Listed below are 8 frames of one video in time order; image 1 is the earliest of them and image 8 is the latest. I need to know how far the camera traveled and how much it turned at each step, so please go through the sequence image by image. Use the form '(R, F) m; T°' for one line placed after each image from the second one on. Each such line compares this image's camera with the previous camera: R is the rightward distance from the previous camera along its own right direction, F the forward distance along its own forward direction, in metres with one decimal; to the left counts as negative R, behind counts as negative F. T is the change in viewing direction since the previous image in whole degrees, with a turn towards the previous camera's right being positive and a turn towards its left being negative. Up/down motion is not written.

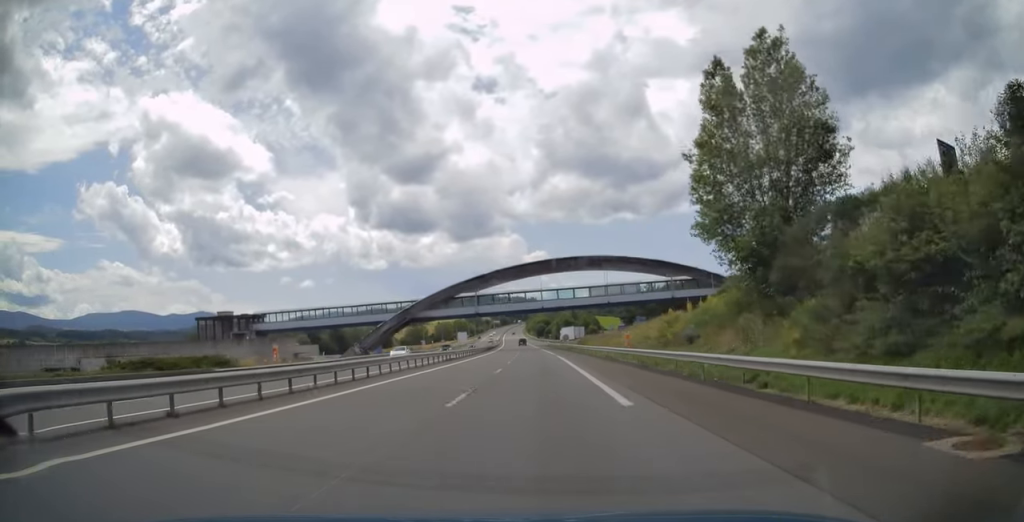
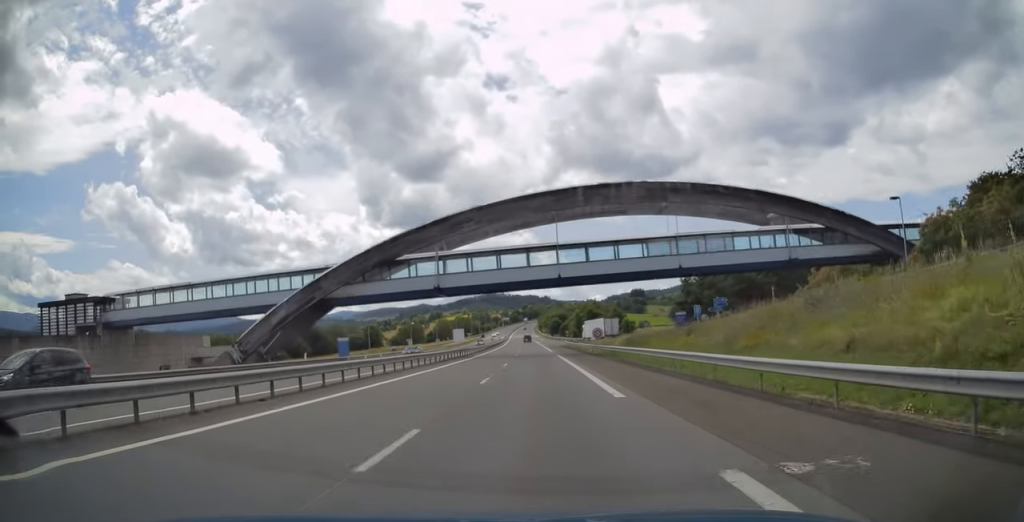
(-0.1, +46.3) m; -1°
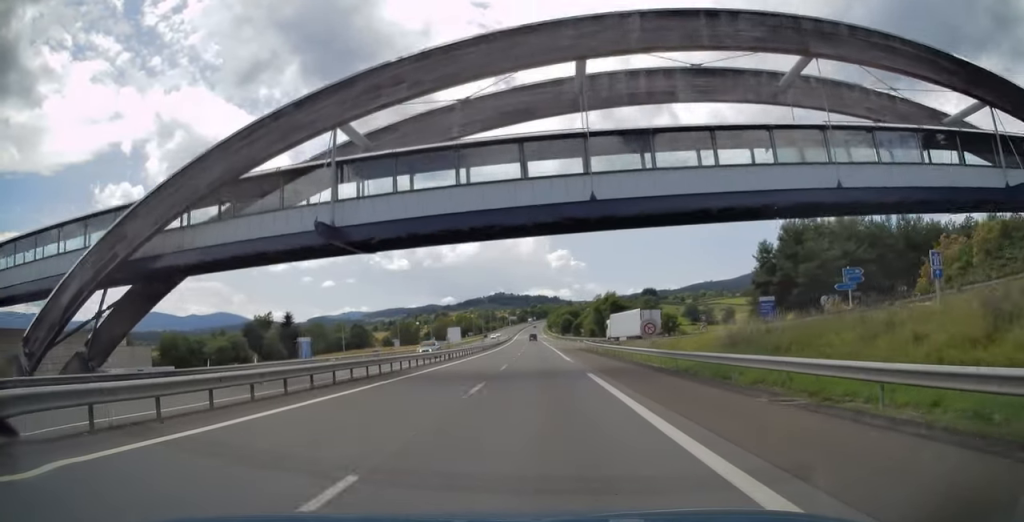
(-0.3, +29.7) m; -1°
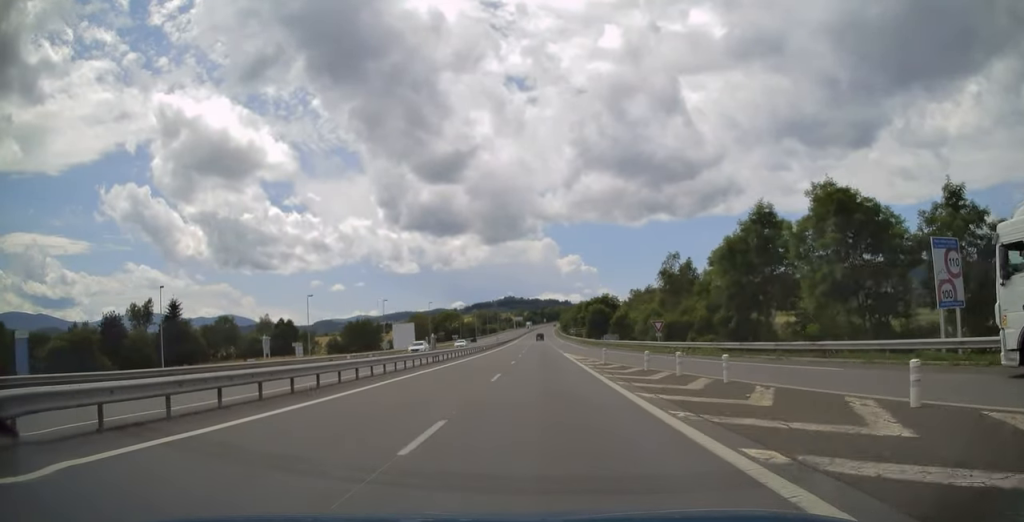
(-1.0, +74.7) m; -1°
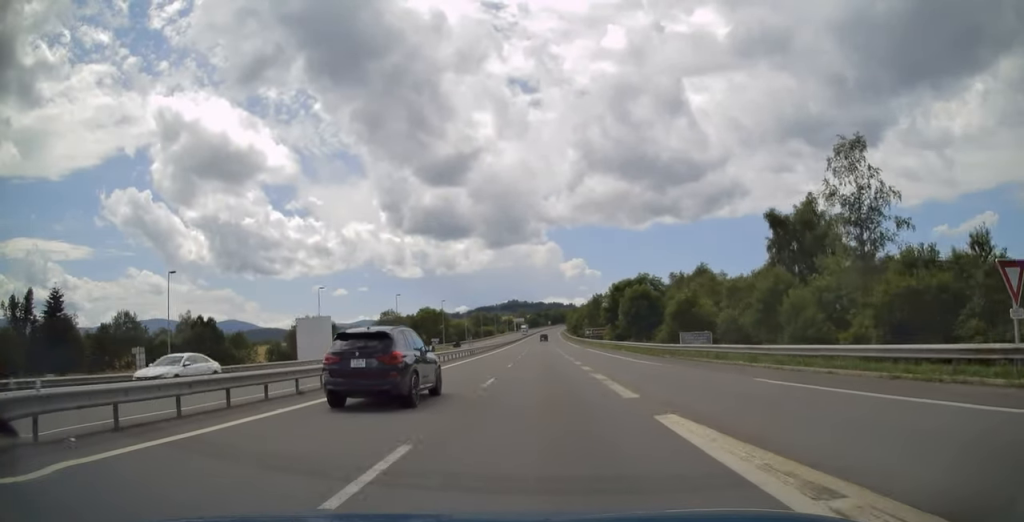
(-0.2, +41.6) m; -1°
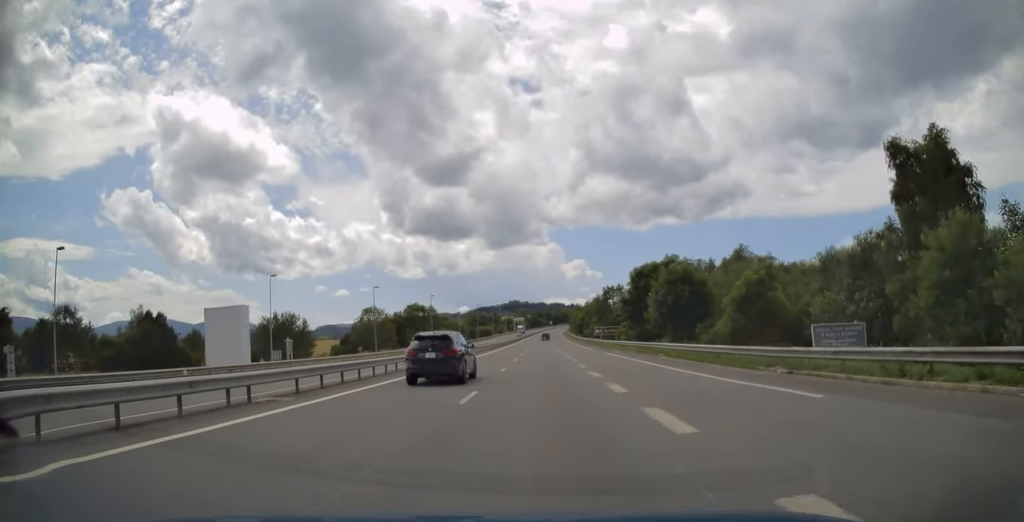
(-0.1, +17.9) m; 0°
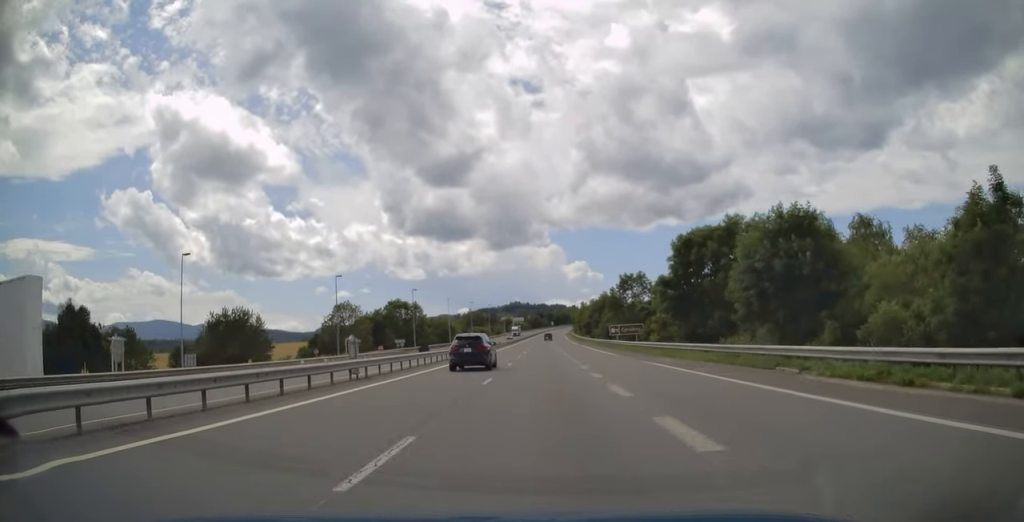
(0.0, +20.9) m; 0°
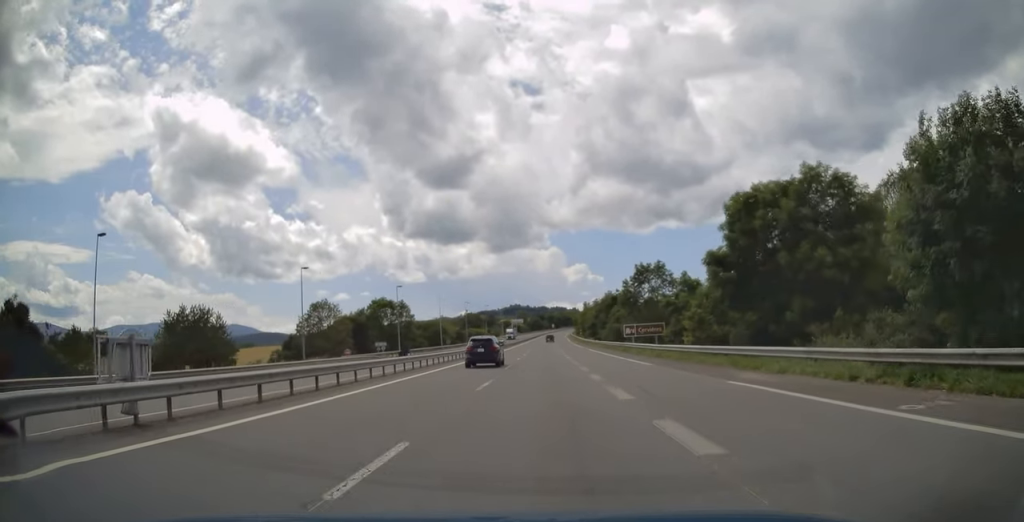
(0.0, +13.2) m; 0°
